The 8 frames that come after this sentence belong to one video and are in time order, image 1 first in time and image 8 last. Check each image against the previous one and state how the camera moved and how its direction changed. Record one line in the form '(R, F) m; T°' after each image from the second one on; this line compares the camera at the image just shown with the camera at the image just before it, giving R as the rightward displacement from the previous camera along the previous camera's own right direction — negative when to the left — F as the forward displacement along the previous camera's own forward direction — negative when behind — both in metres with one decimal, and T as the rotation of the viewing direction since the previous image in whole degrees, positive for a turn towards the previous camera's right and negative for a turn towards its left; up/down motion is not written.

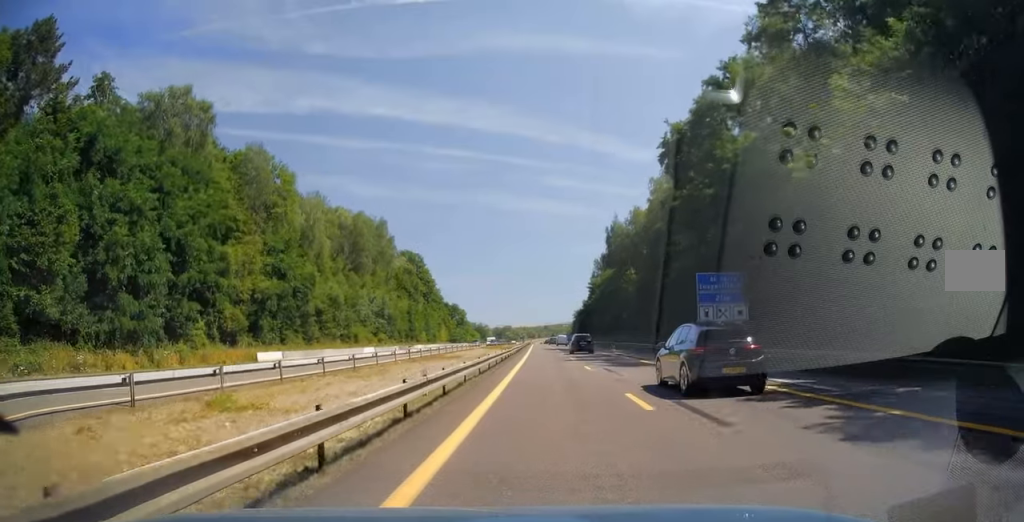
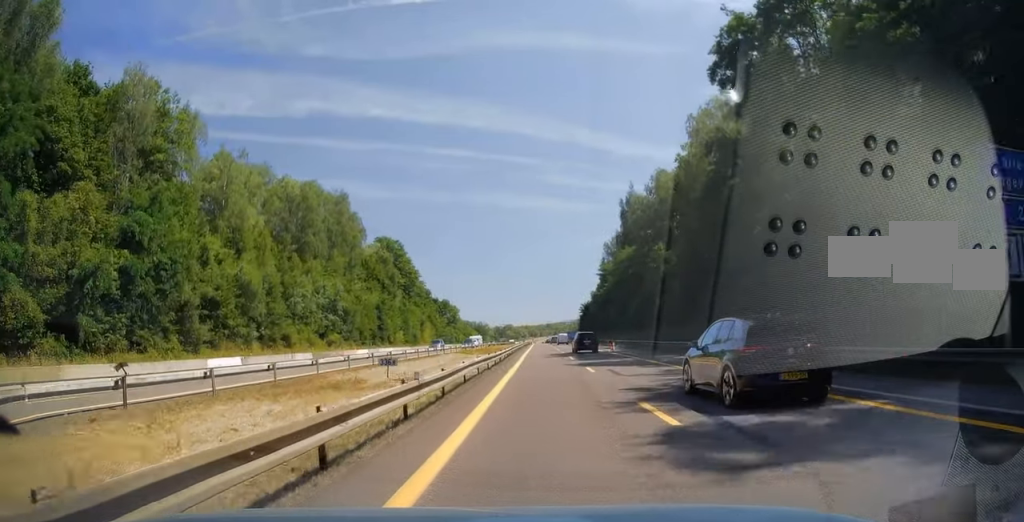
(-0.3, +28.0) m; -1°
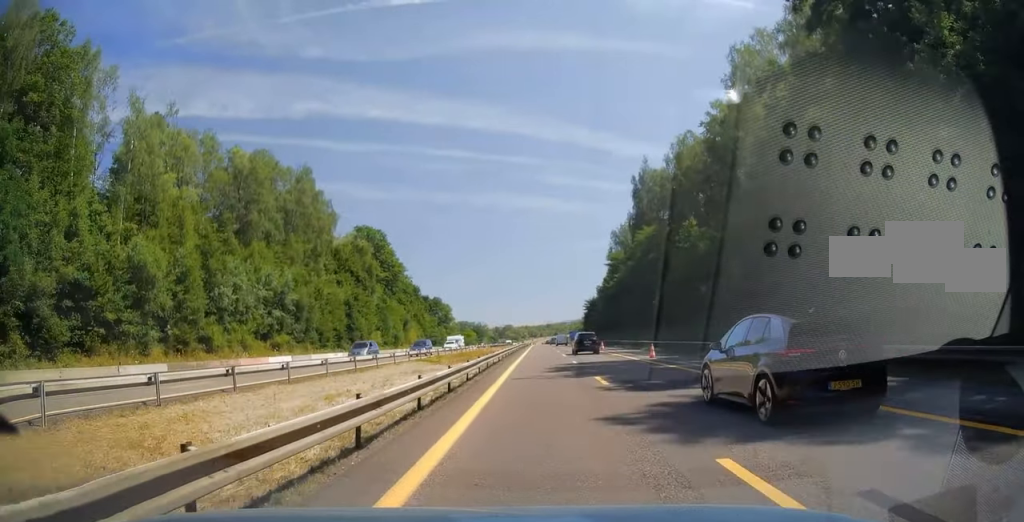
(0.0, +18.4) m; 0°
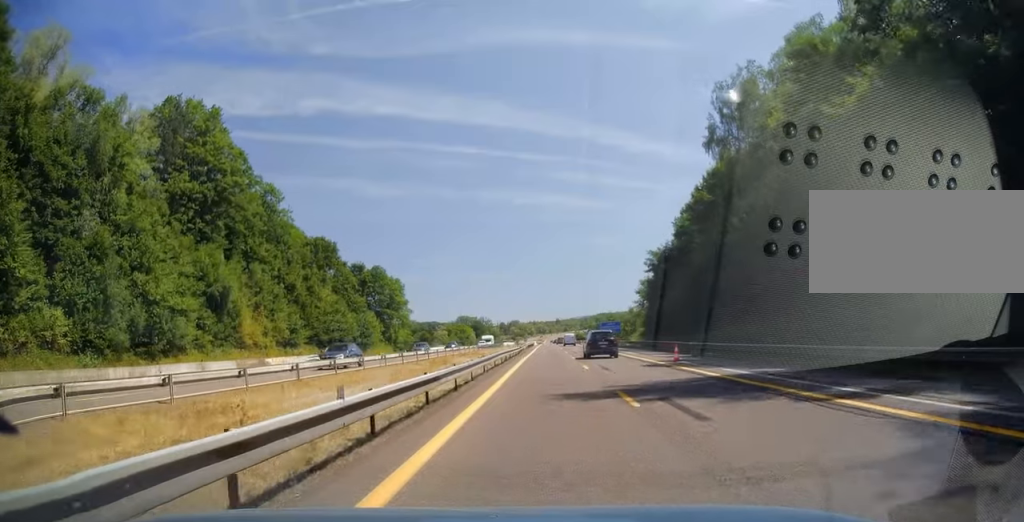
(0.0, +83.1) m; 0°
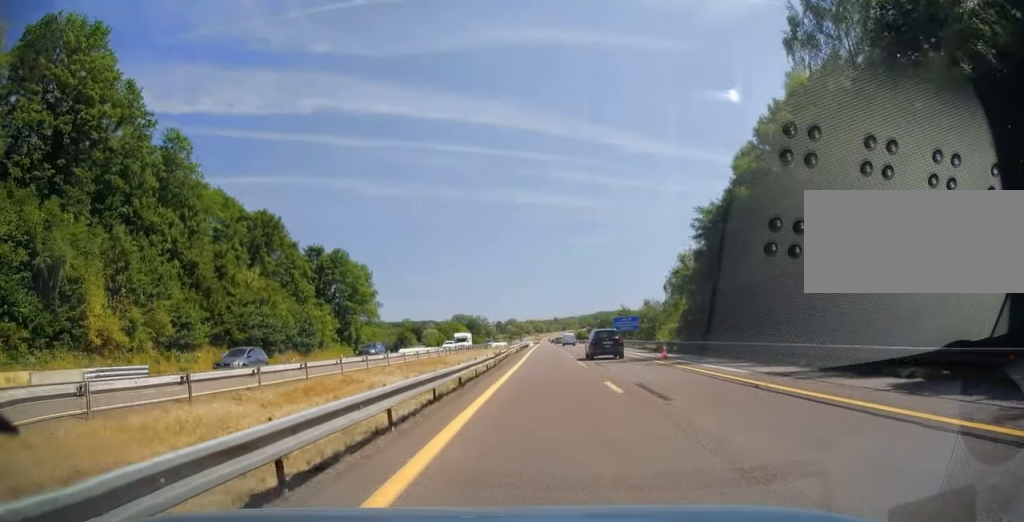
(0.0, +23.2) m; 0°
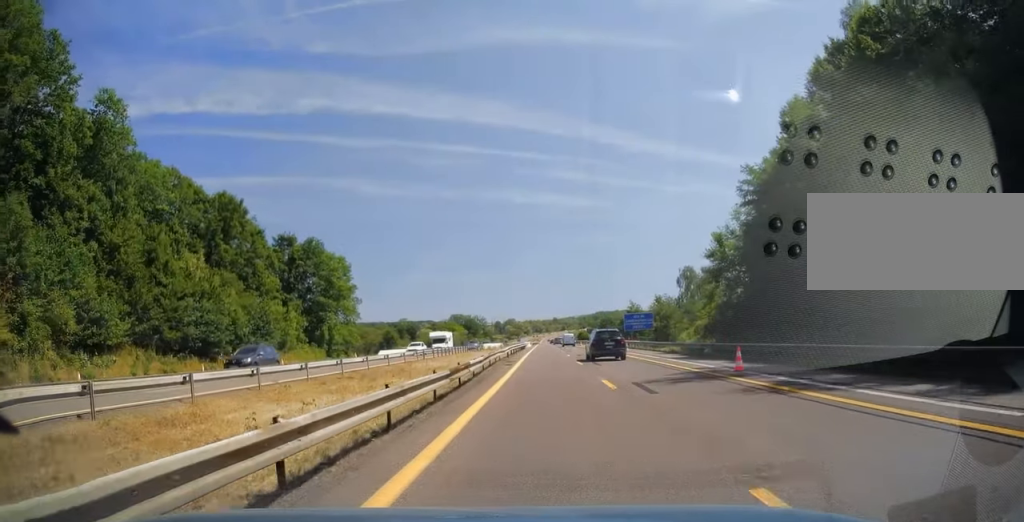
(0.0, +11.8) m; 0°
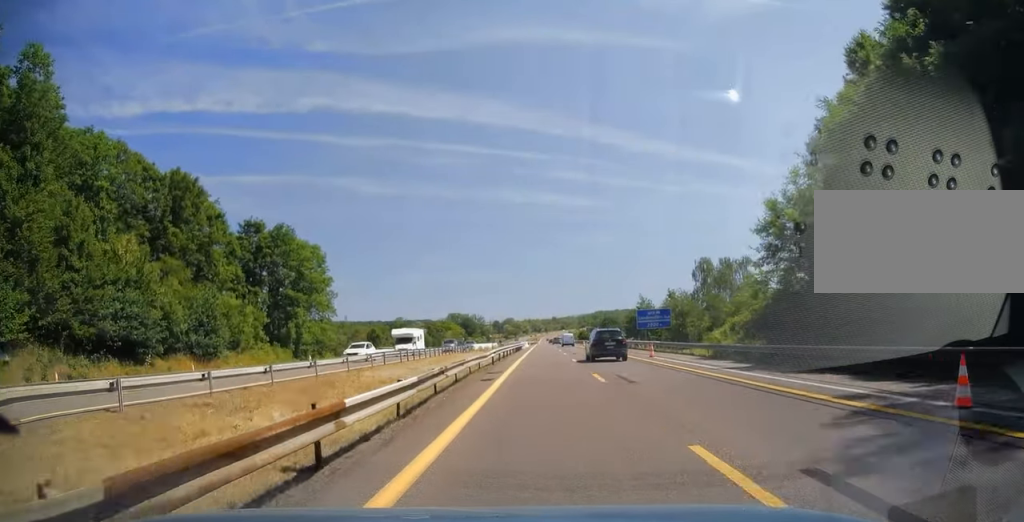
(0.0, +11.0) m; 0°
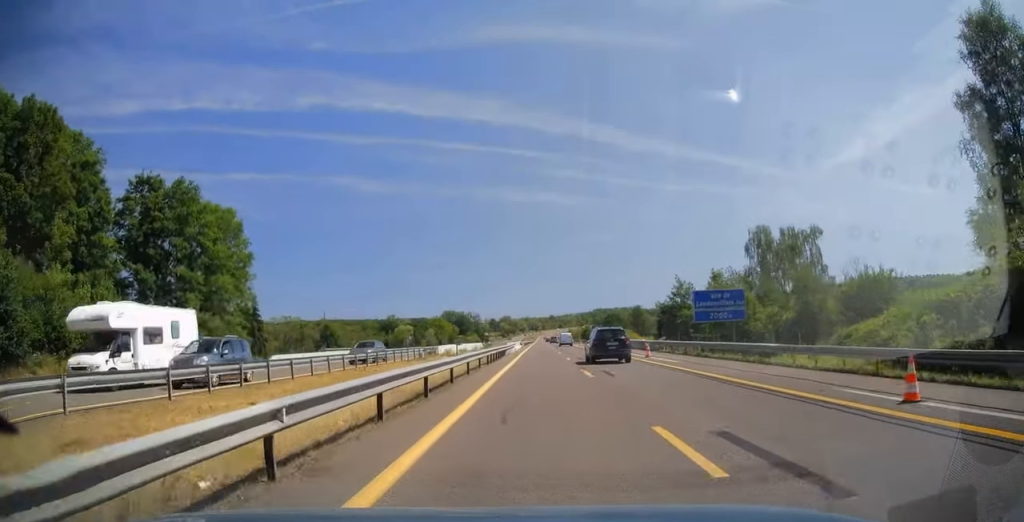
(0.0, +24.6) m; -1°
